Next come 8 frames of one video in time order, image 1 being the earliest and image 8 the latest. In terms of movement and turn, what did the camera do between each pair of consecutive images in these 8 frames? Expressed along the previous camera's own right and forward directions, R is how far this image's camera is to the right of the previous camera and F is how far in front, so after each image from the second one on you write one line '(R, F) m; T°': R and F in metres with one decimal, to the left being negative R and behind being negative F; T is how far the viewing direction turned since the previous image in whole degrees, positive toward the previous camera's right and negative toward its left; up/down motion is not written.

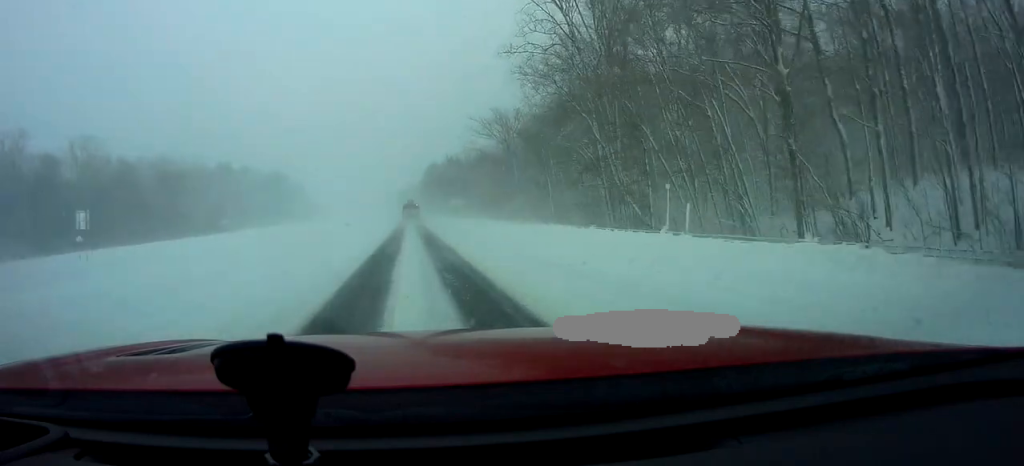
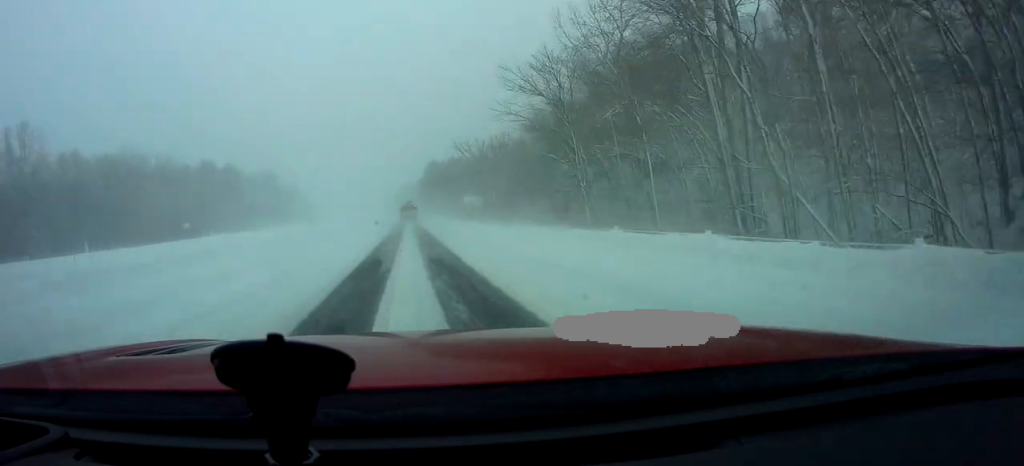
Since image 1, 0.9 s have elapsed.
(+0.5, +20.1) m; 0°
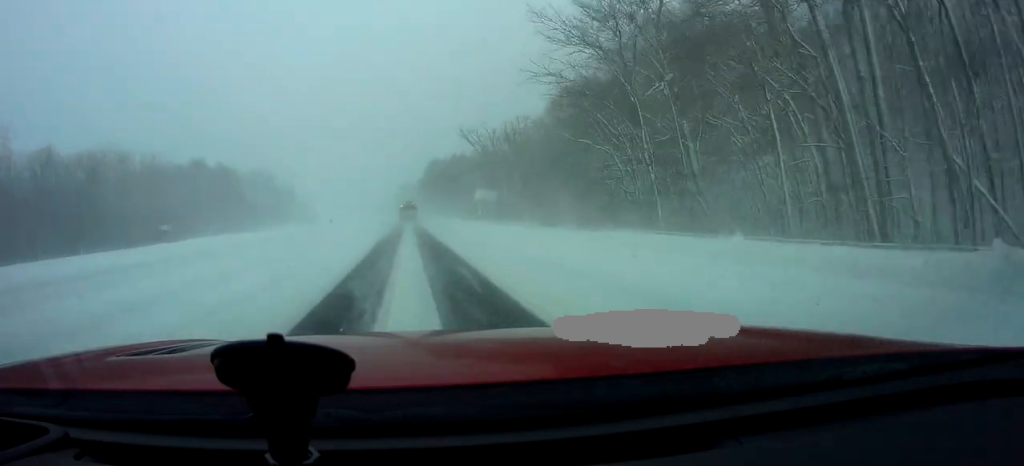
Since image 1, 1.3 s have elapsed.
(-0.3, +10.1) m; +1°
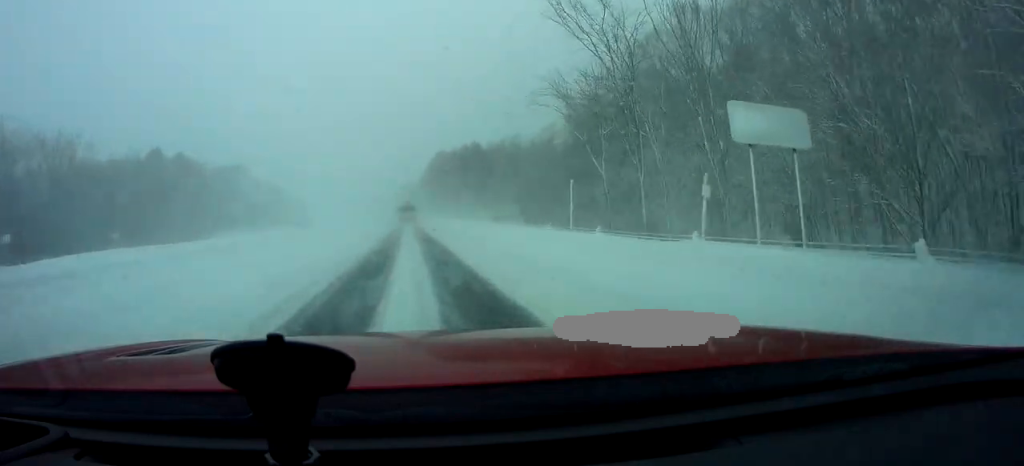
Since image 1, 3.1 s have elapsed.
(+1.0, +42.3) m; +1°
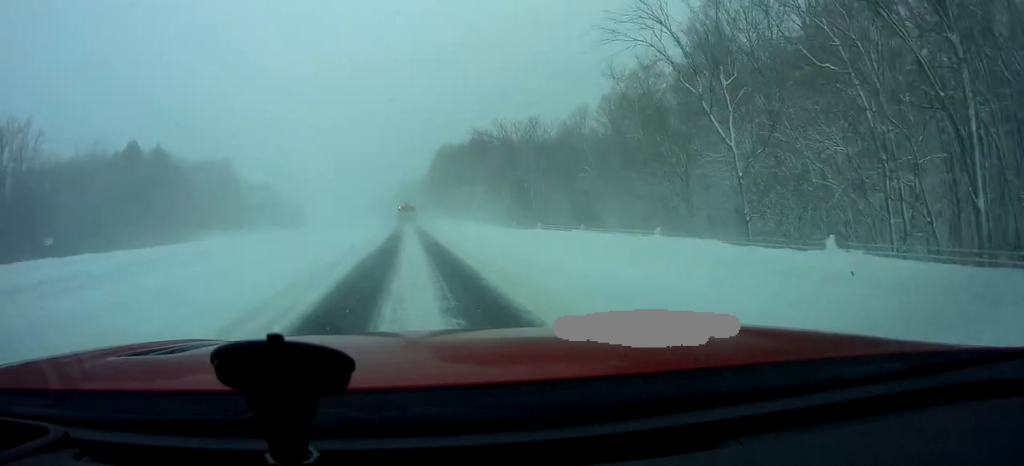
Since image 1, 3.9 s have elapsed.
(-0.3, +18.2) m; -2°
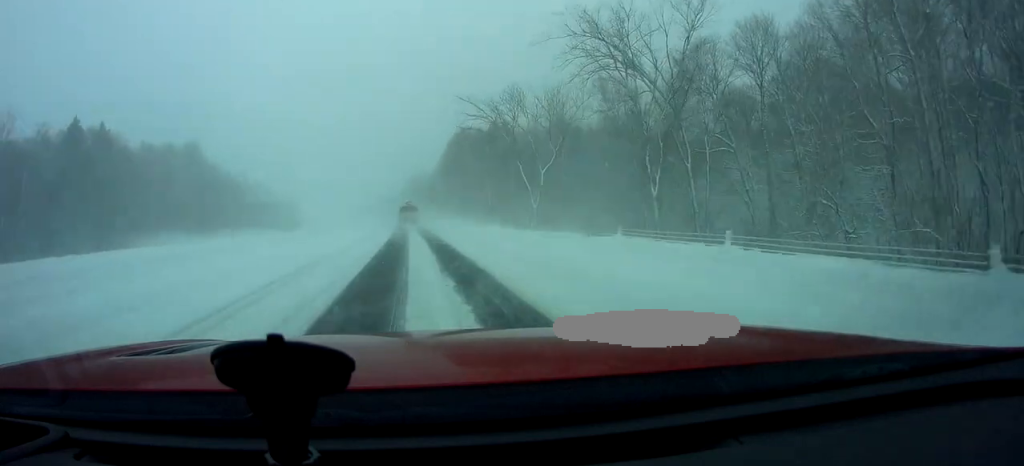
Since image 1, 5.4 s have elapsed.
(-0.1, +36.5) m; 0°
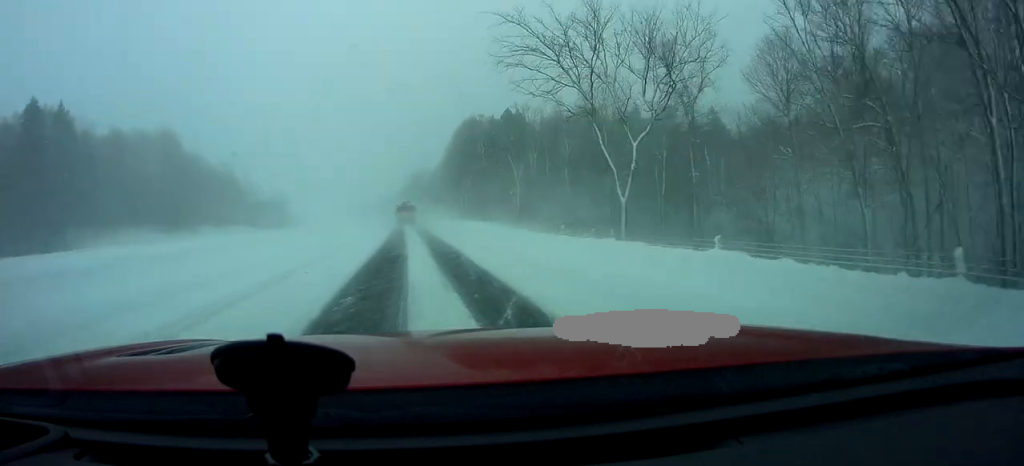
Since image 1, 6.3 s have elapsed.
(0.0, +19.2) m; -1°
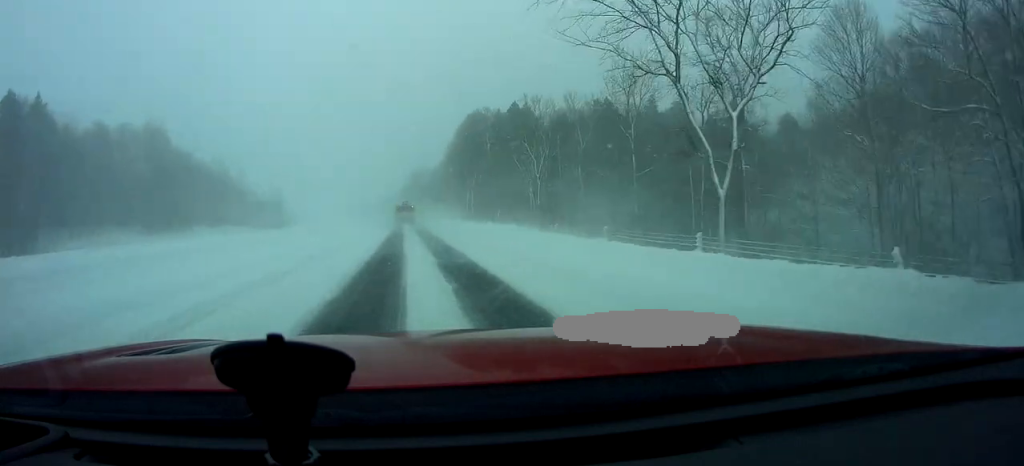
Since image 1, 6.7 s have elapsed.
(-0.1, +9.2) m; -1°
